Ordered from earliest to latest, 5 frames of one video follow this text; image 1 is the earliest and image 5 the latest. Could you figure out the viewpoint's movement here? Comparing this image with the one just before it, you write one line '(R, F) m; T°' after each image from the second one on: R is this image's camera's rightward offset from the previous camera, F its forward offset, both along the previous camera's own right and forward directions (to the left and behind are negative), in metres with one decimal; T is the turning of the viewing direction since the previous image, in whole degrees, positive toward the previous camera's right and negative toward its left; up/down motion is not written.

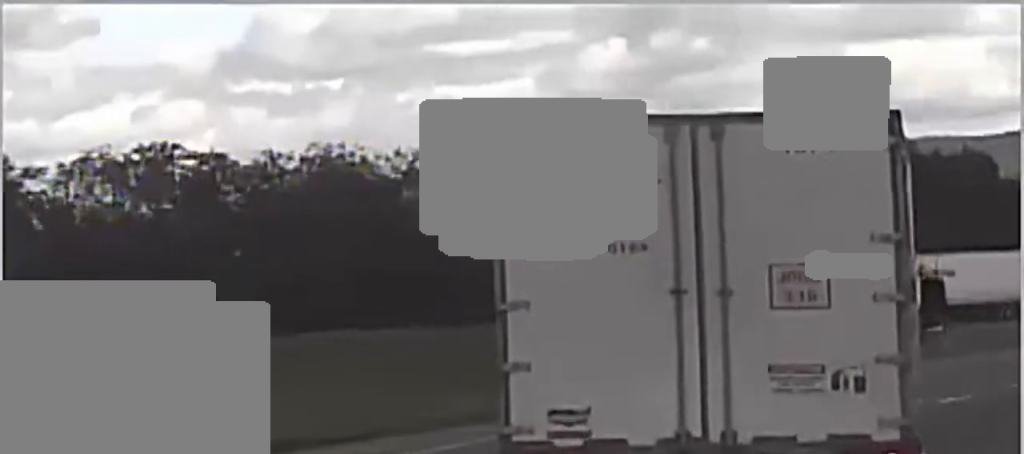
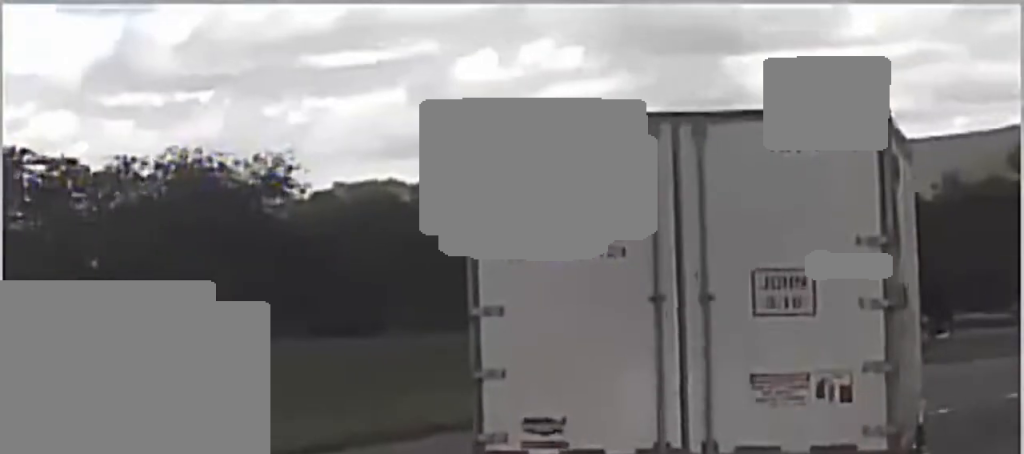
(0.0, +16.1) m; +1°
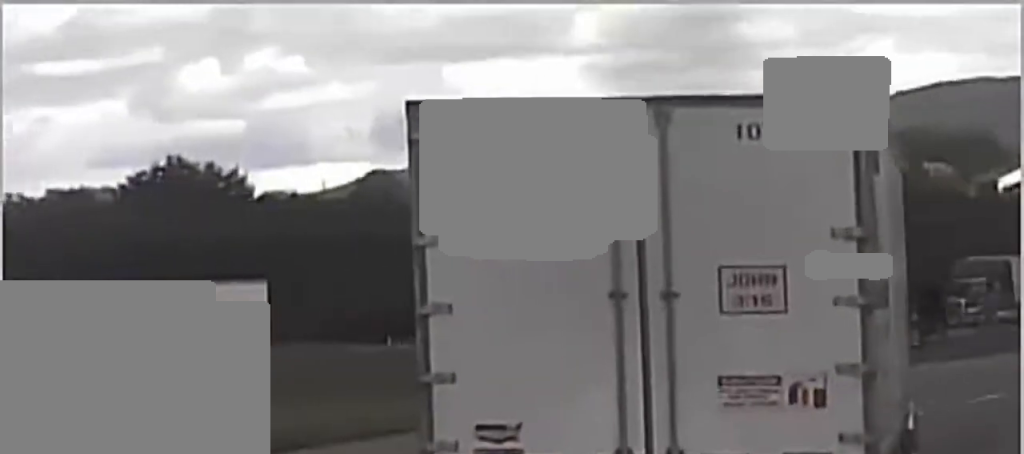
(+0.7, +28.9) m; +2°
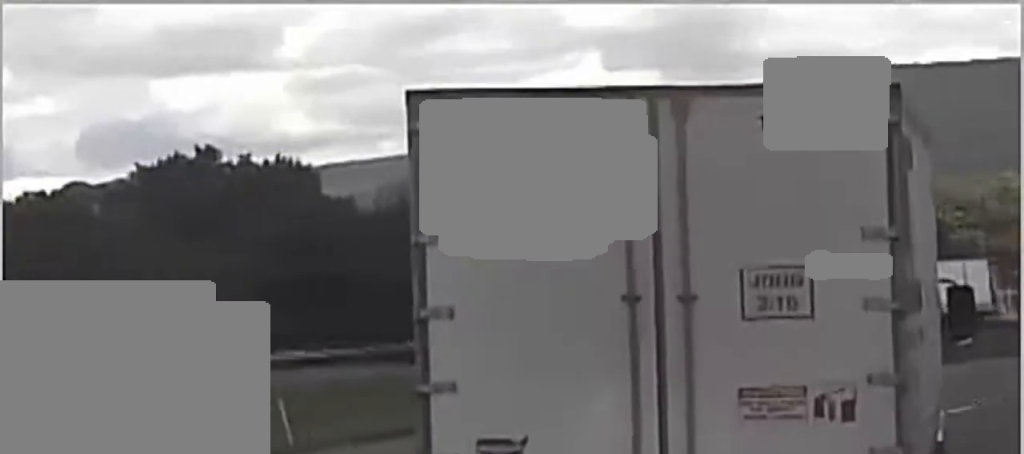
(+0.5, +31.9) m; +2°
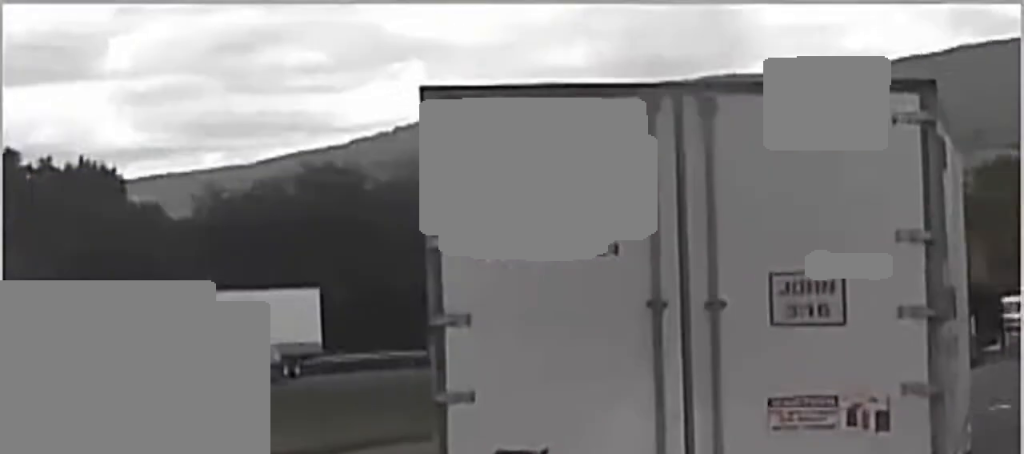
(0.0, +18.8) m; +1°
